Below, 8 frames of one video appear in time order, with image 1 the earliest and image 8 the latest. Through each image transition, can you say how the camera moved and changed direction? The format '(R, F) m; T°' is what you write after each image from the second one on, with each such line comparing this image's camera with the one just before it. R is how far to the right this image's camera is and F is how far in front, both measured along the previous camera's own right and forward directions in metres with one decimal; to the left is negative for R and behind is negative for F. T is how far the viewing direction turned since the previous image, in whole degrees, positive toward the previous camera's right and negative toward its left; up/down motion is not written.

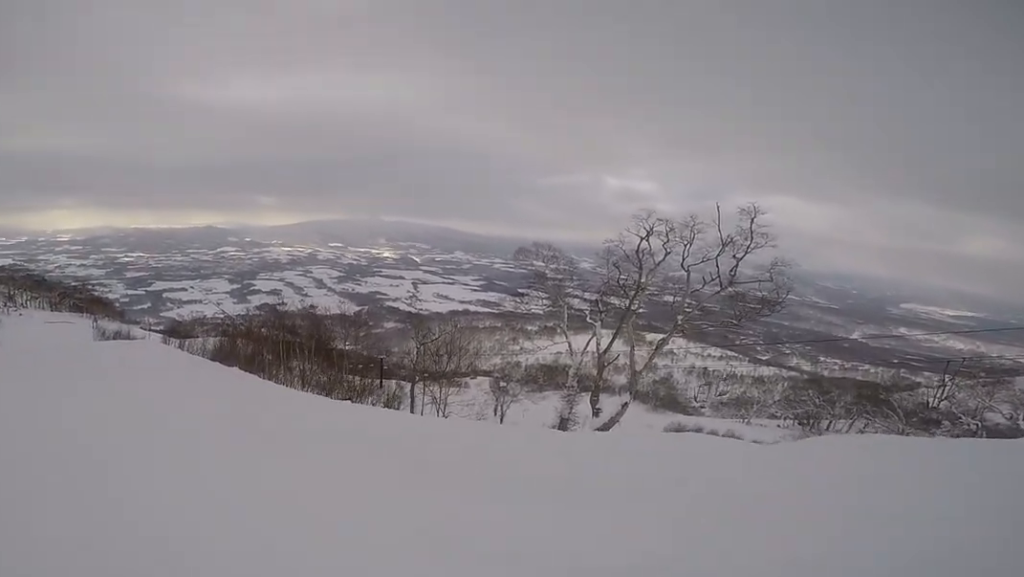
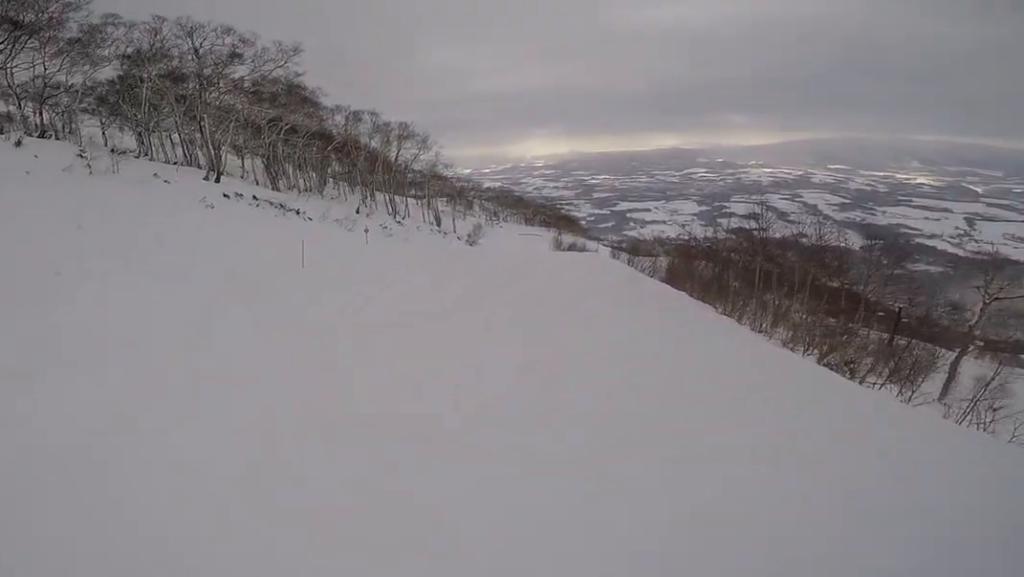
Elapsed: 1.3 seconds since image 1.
(-1.7, +4.6) m; -44°
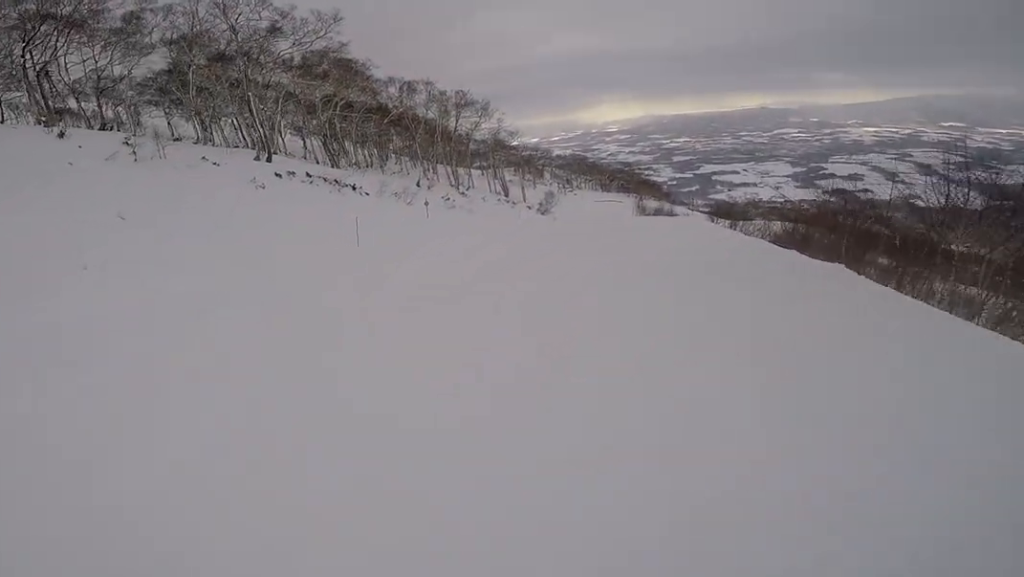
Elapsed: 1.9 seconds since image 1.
(-0.6, +2.3) m; +3°
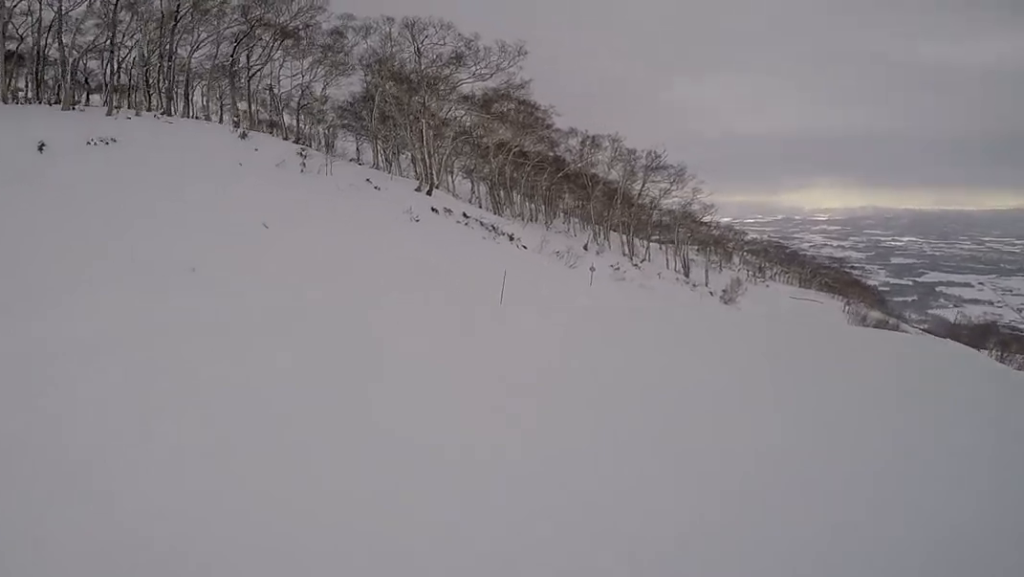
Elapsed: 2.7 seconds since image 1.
(0.0, +2.9) m; +11°
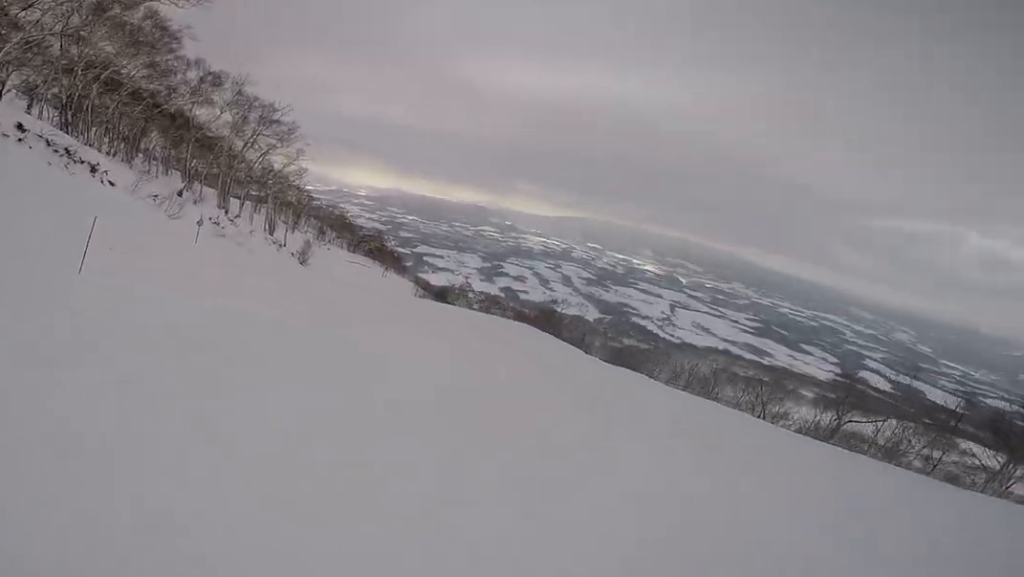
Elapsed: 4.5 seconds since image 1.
(+2.8, +6.8) m; +43°
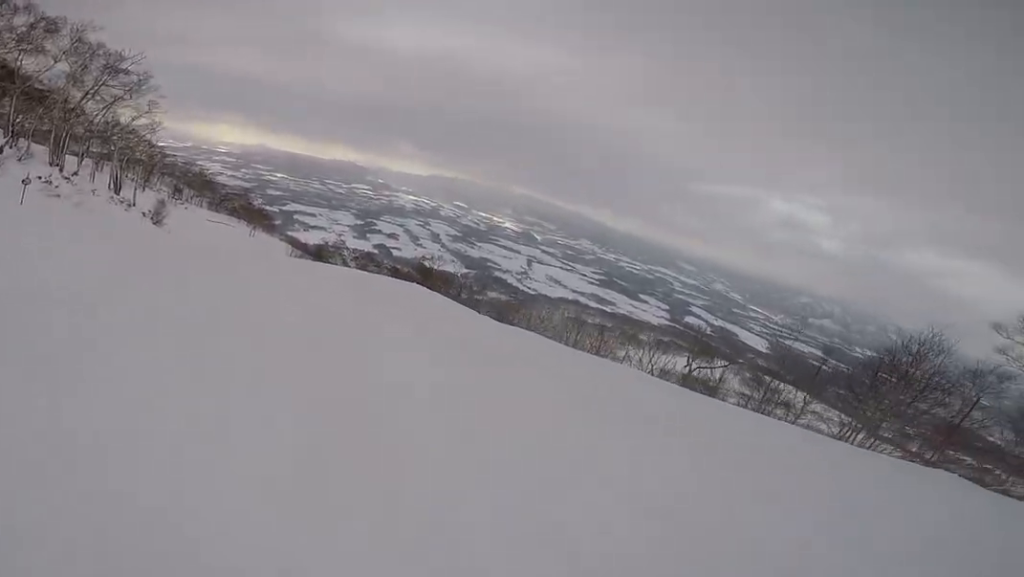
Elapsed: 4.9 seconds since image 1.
(+0.4, +1.6) m; +7°
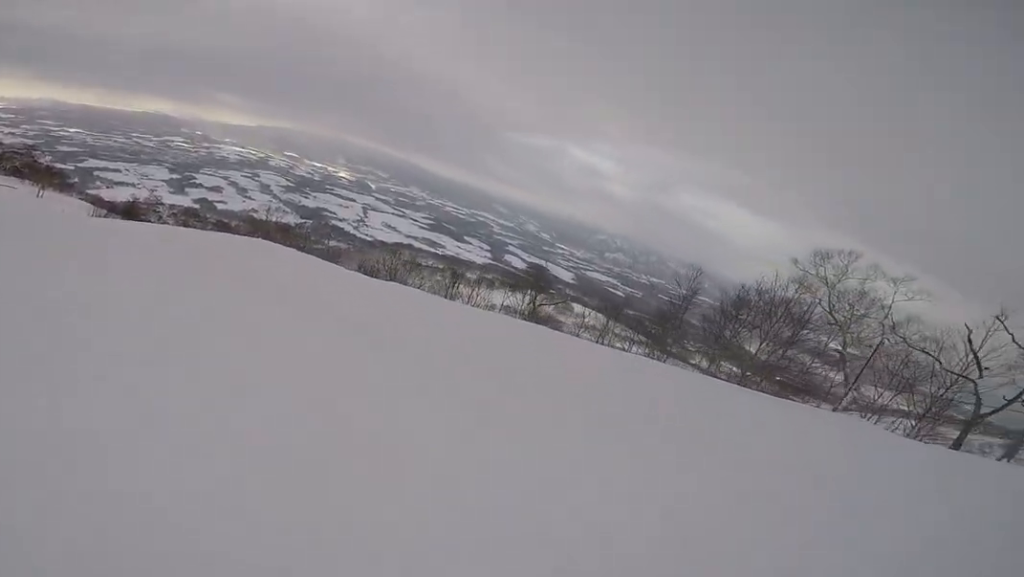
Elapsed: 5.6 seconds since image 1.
(+0.3, +2.6) m; +7°
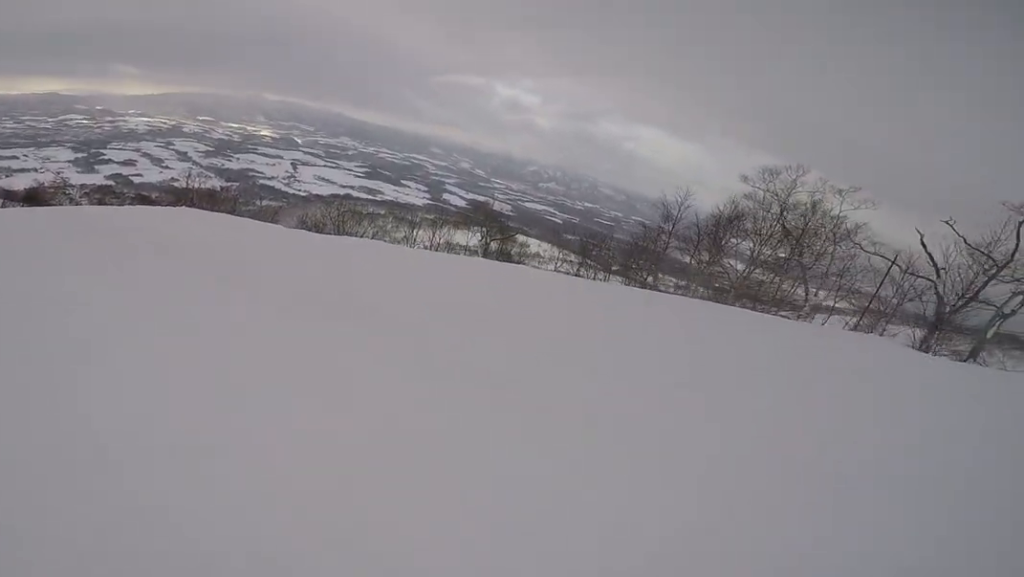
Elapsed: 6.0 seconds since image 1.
(0.0, +1.6) m; 0°
